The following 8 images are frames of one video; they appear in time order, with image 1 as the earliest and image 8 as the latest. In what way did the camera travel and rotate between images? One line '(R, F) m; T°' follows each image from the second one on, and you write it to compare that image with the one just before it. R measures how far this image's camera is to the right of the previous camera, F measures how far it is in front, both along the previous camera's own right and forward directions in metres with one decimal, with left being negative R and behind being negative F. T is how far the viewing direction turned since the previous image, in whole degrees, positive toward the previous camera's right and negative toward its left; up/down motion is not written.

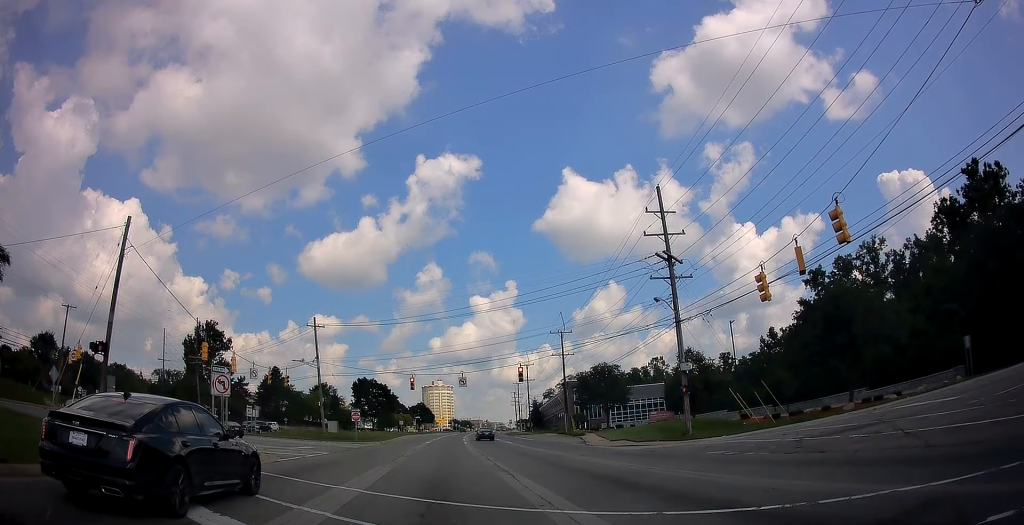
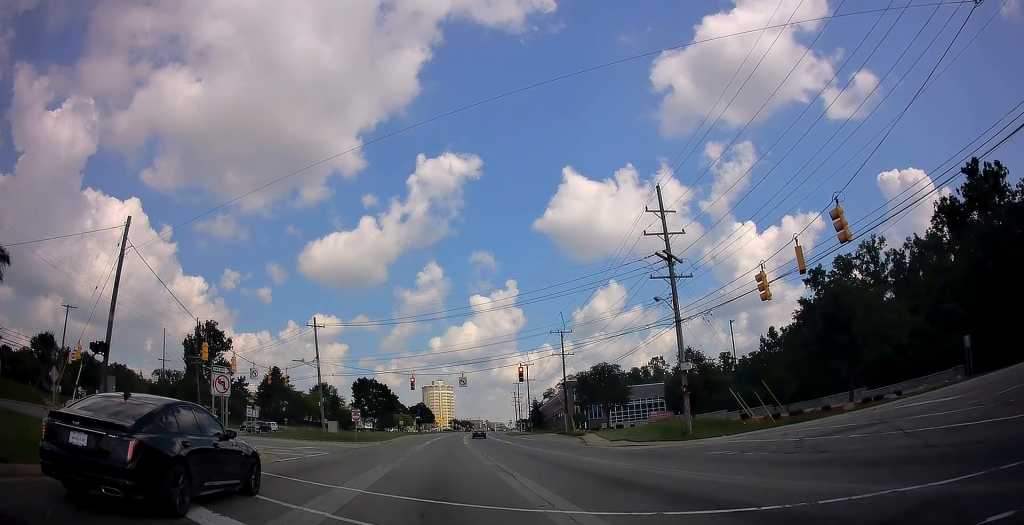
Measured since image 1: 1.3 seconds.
(0.0, 0.0) m; 0°
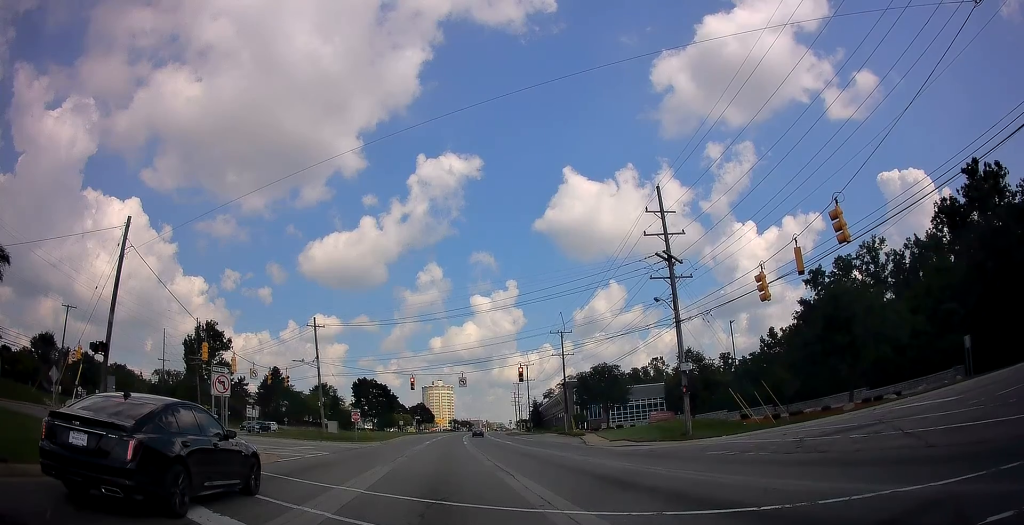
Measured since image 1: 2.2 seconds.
(0.0, 0.0) m; 0°
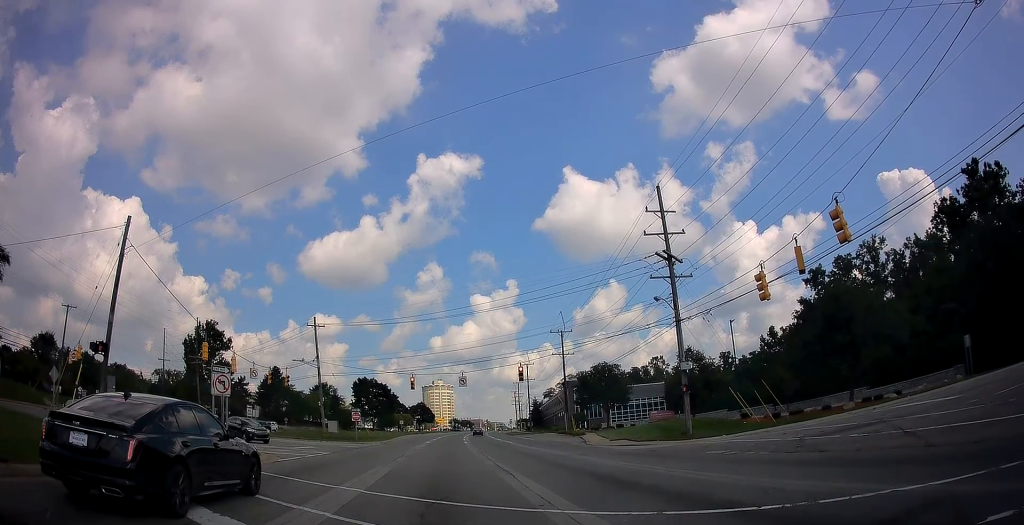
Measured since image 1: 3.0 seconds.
(0.0, 0.0) m; 0°
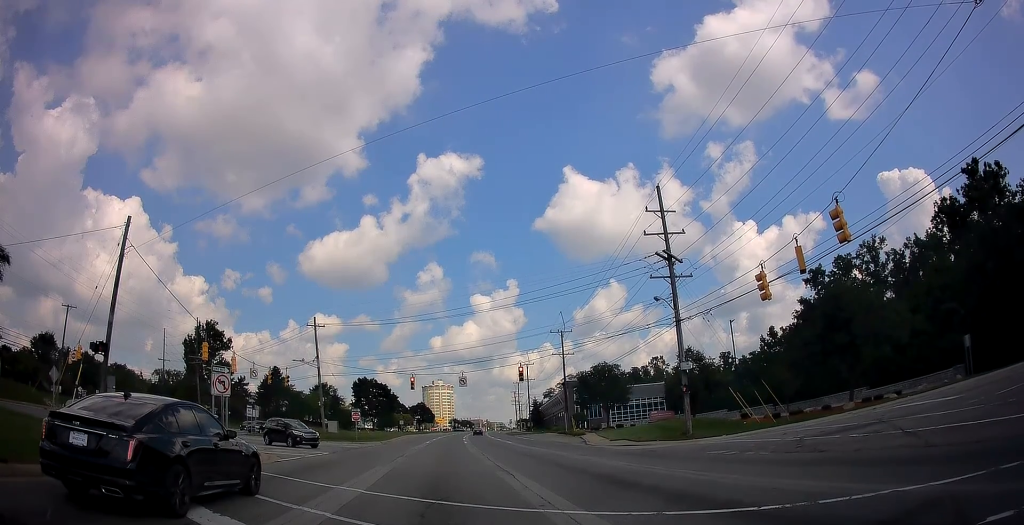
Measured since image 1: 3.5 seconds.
(0.0, 0.0) m; 0°
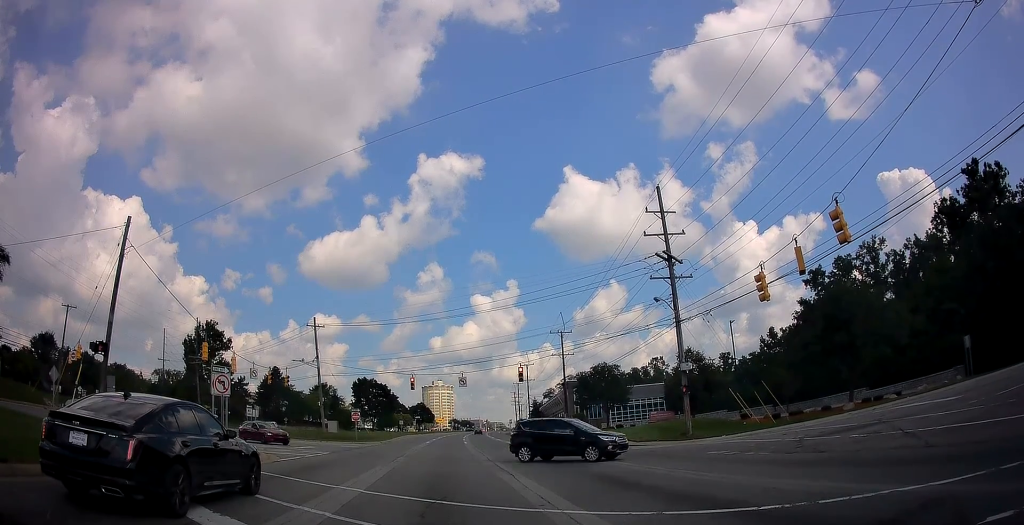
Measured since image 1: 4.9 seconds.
(0.0, 0.0) m; 0°
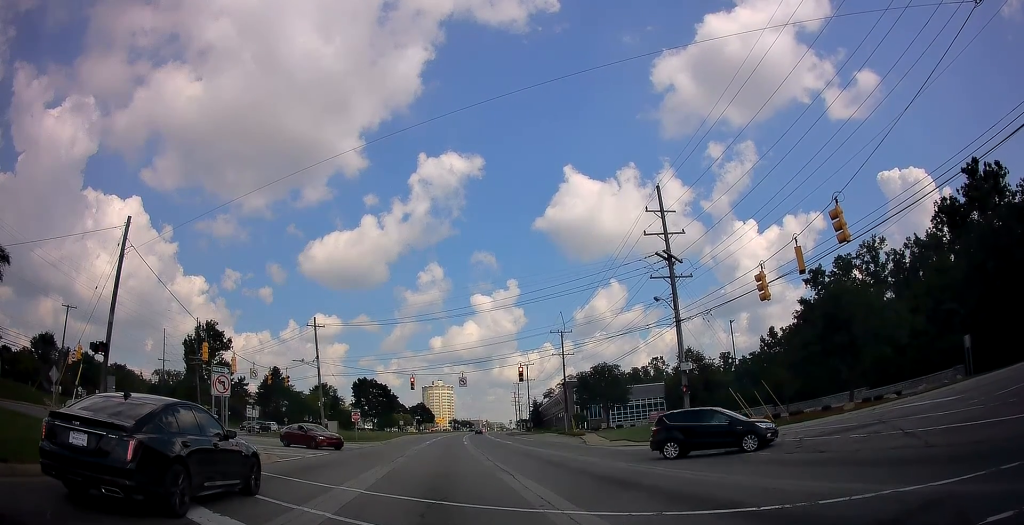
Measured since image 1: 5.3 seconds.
(0.0, 0.0) m; 0°
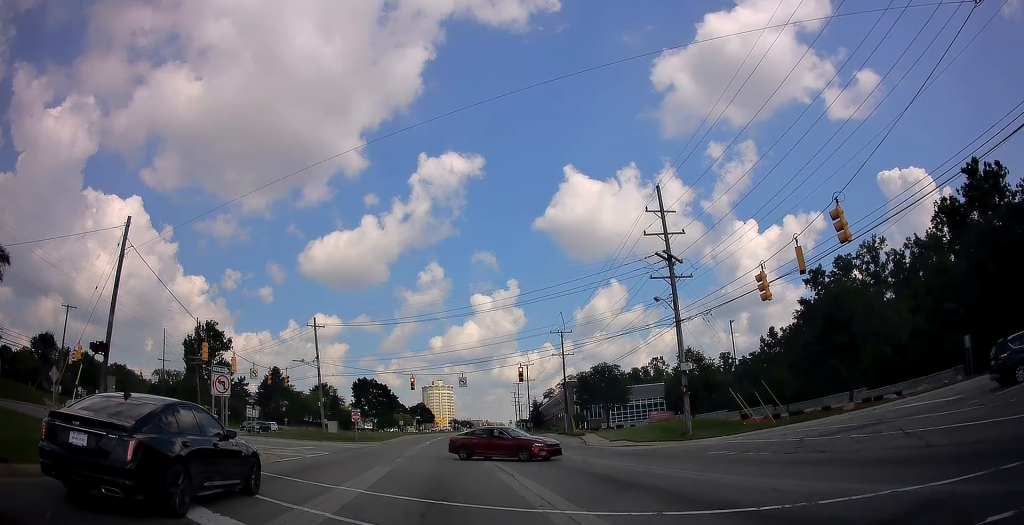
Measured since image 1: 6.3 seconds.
(0.0, 0.0) m; 0°
